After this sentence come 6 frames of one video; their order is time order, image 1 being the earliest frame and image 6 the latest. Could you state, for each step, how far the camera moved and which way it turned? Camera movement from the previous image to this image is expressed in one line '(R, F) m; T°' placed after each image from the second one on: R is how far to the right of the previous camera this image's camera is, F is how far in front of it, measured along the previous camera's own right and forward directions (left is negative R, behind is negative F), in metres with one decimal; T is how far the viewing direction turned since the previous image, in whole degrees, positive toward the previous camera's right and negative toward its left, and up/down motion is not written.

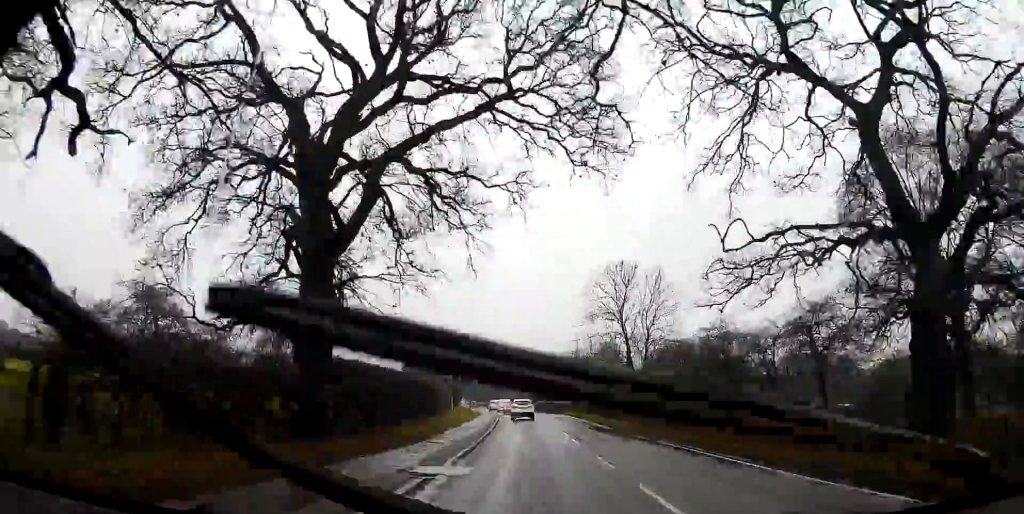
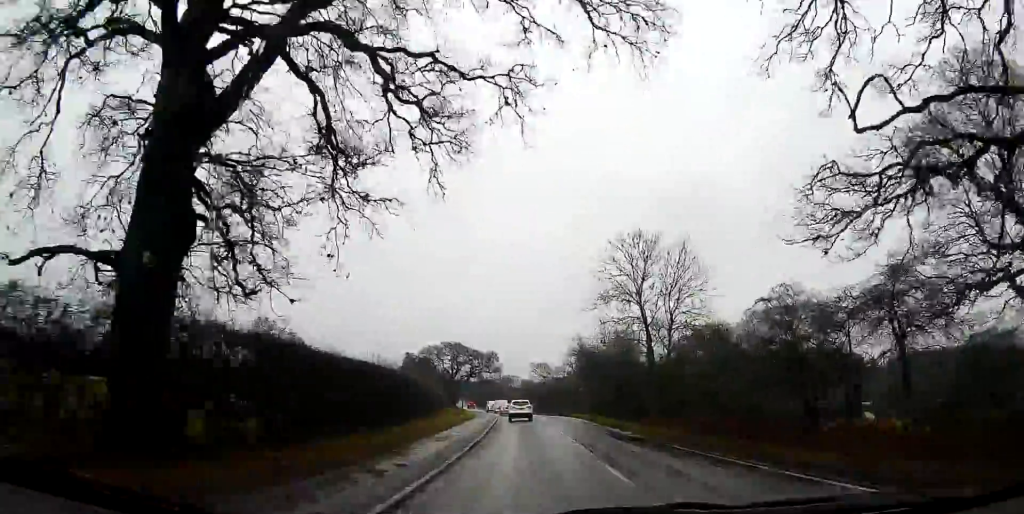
(0.0, +7.1) m; 0°
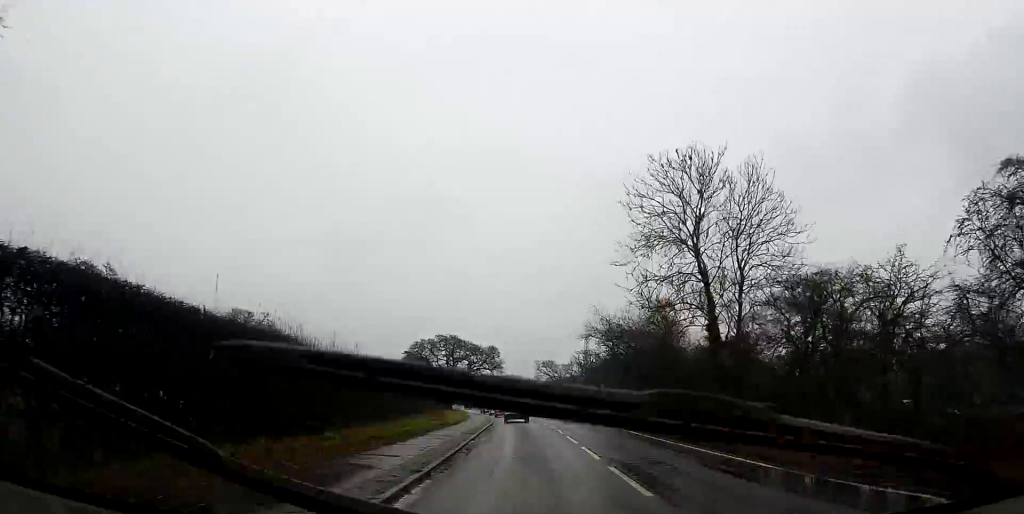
(0.0, +12.4) m; 0°
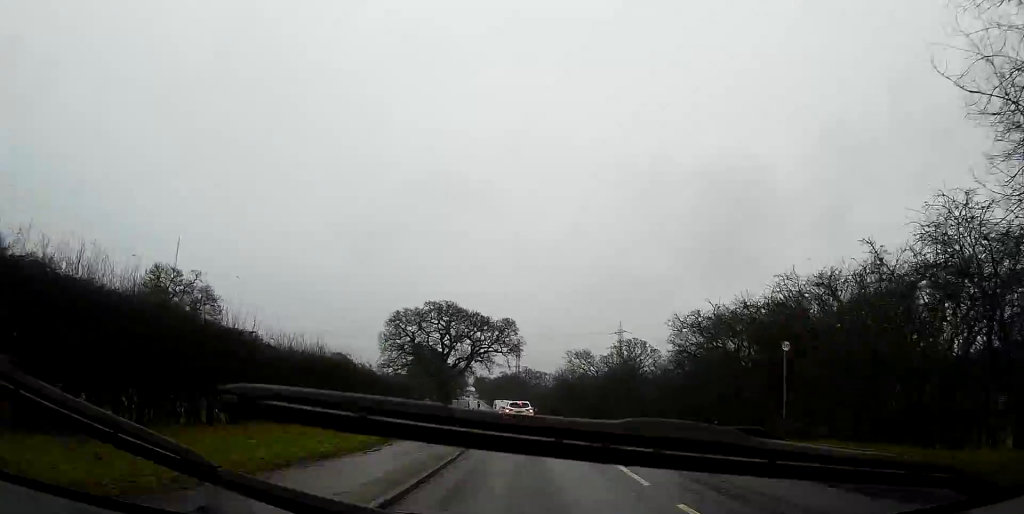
(0.0, +33.5) m; -2°
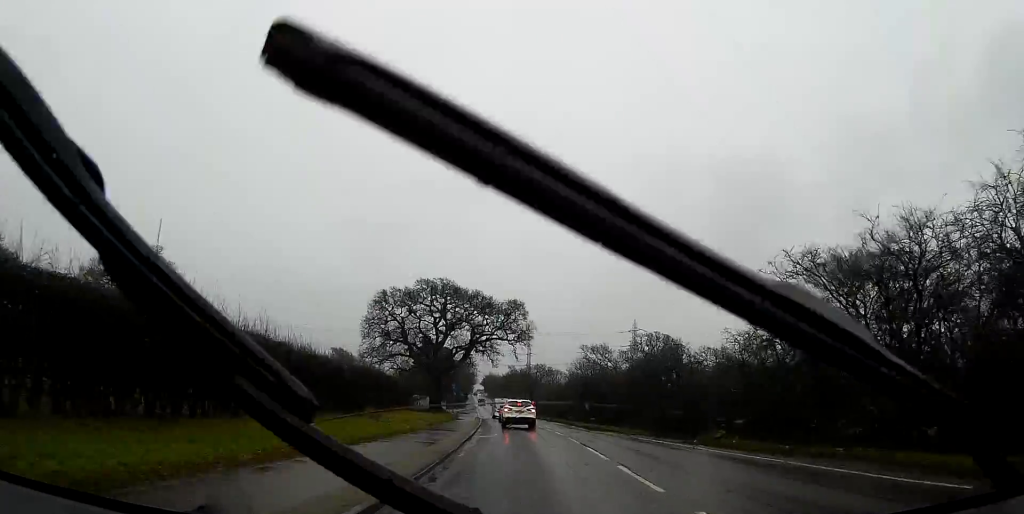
(-0.3, +12.8) m; -2°
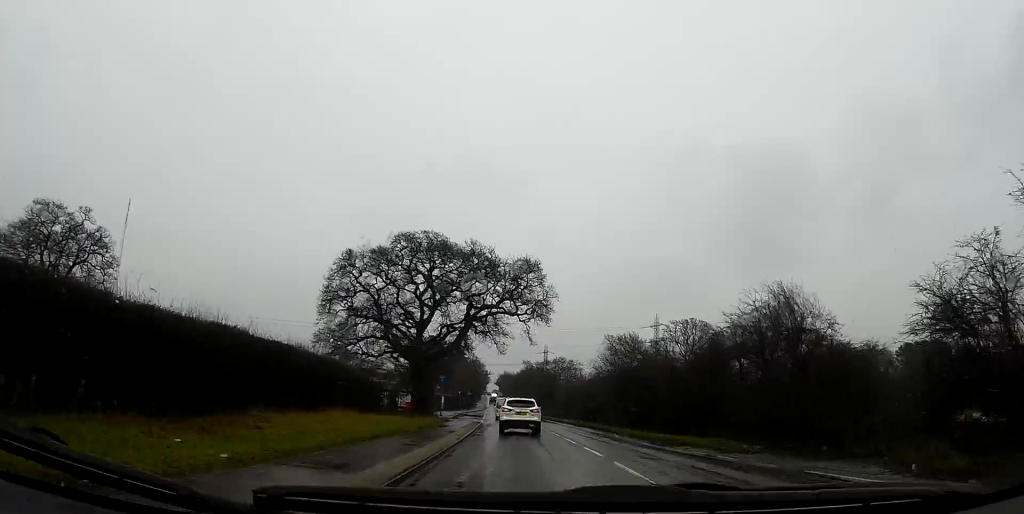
(-0.1, +17.8) m; 0°
